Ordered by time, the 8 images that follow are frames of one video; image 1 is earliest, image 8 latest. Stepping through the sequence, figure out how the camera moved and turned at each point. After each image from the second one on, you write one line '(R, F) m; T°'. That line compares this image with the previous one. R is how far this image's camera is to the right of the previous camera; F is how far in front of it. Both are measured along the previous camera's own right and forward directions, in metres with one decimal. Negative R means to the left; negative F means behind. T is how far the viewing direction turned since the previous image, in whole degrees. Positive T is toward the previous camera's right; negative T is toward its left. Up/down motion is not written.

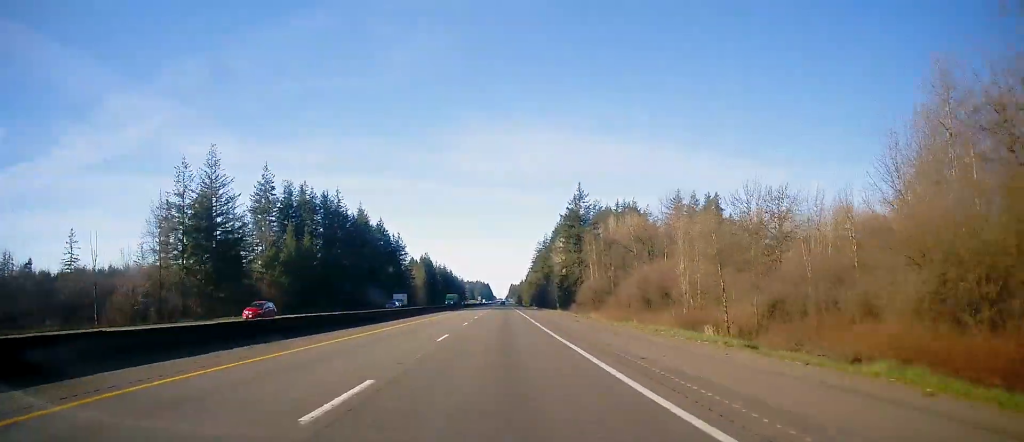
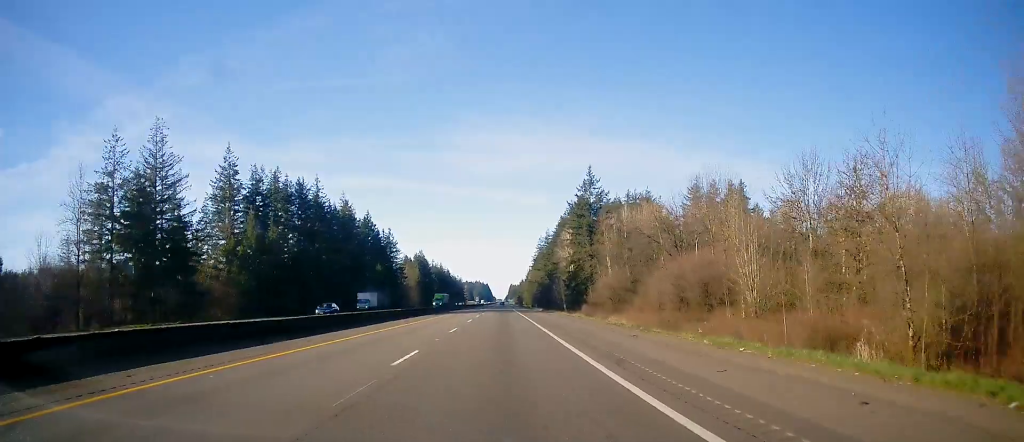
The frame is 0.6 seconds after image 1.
(+0.1, +18.8) m; 0°
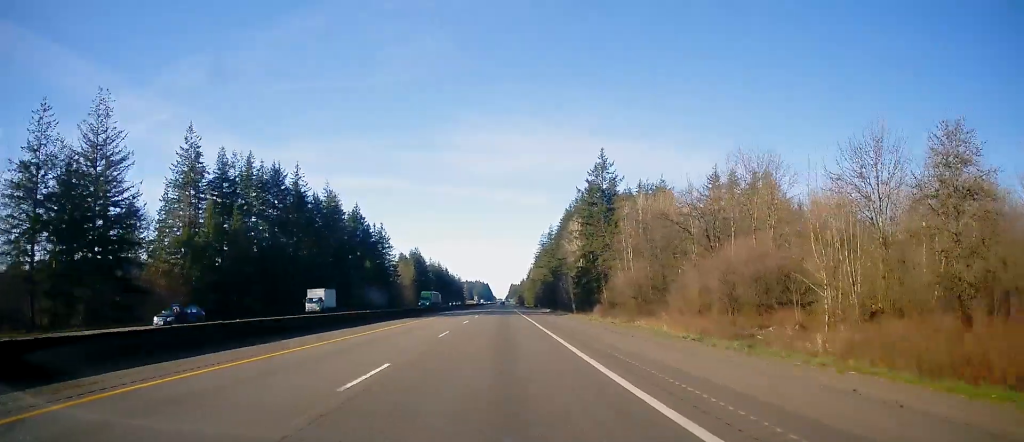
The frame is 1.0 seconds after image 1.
(-0.2, +15.4) m; 0°
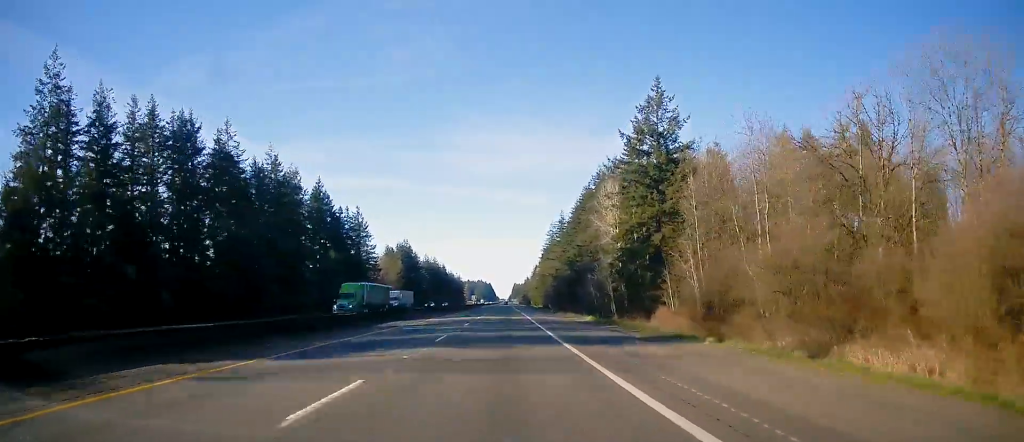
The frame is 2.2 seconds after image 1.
(-0.2, +38.6) m; -1°
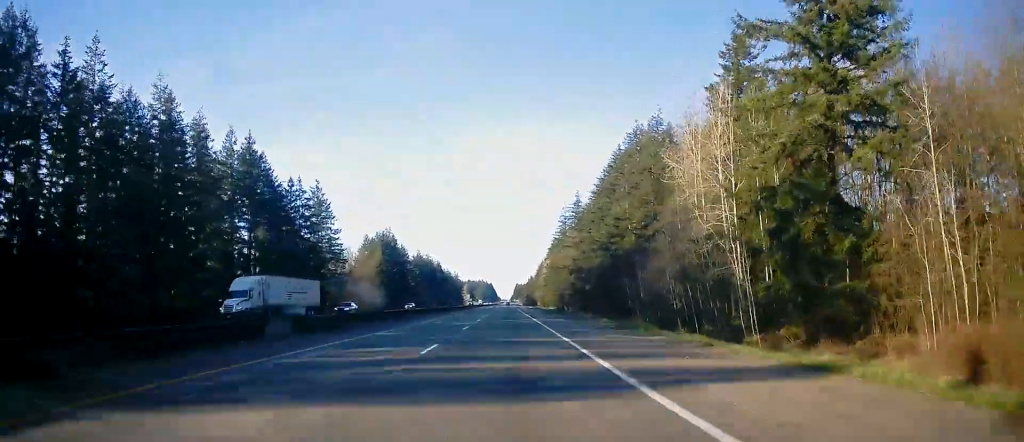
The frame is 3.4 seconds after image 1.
(-0.4, +41.0) m; 0°
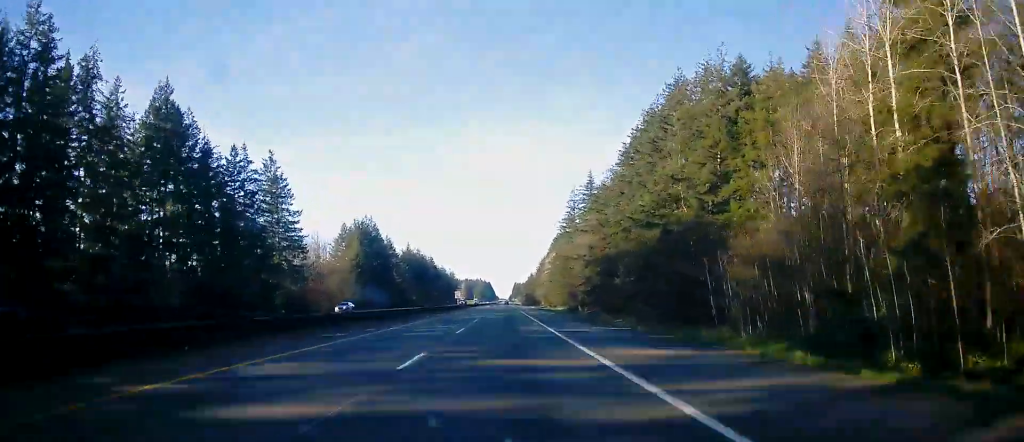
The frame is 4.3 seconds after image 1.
(+0.3, +27.7) m; +1°
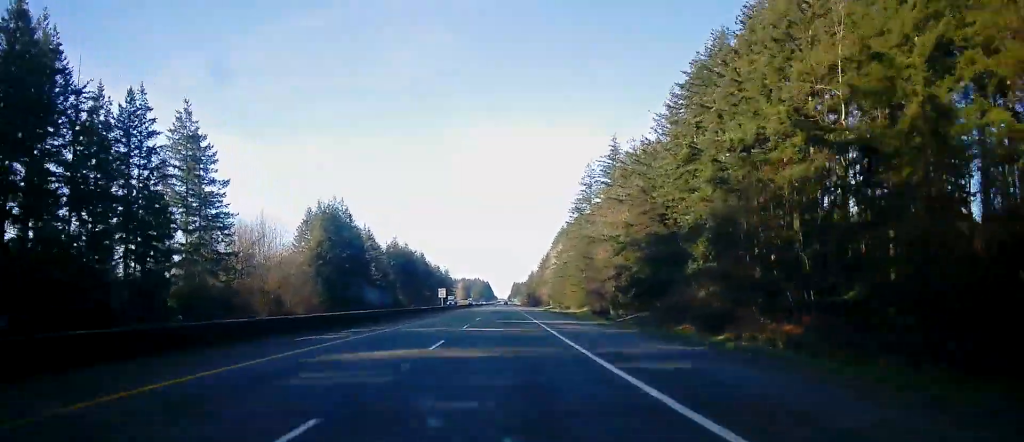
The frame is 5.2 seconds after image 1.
(+0.1, +32.2) m; 0°
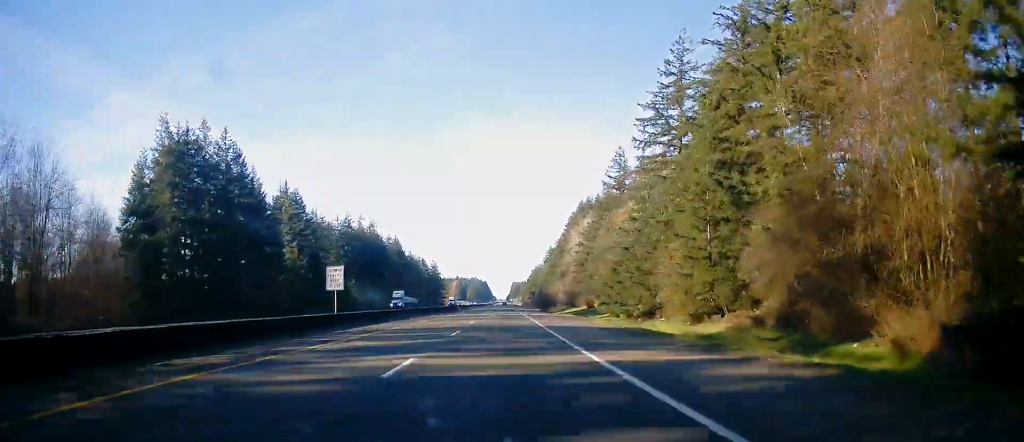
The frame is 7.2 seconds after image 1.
(0.0, +66.7) m; 0°
